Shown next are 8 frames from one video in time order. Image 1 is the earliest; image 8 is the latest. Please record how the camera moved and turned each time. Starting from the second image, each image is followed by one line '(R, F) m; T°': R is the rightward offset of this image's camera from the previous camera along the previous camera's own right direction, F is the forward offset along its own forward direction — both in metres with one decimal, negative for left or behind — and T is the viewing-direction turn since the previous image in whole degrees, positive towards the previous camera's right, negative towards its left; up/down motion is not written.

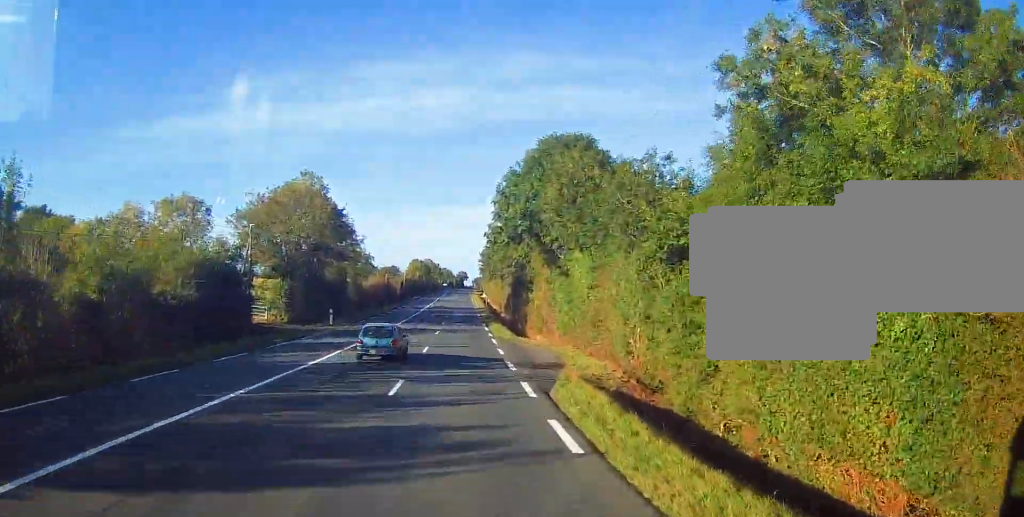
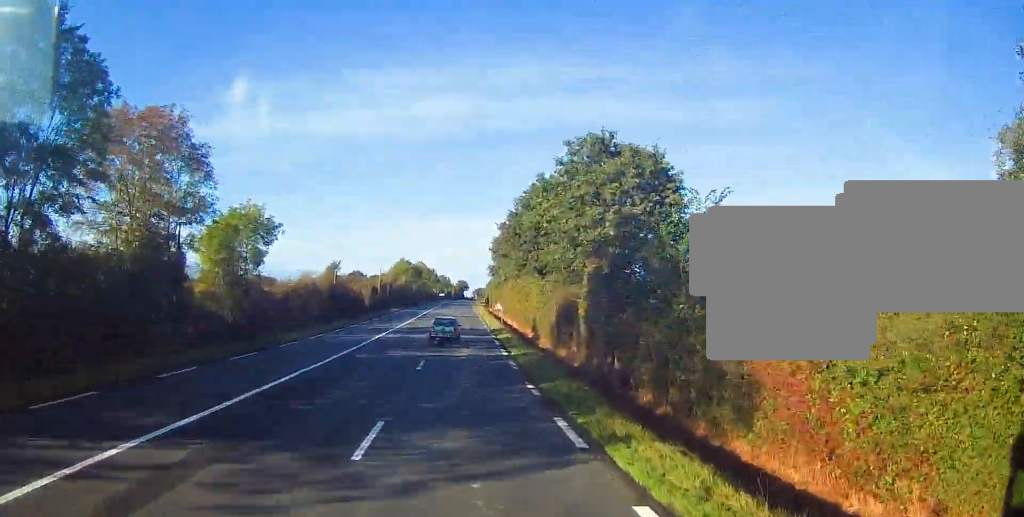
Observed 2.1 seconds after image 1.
(-0.3, +44.7) m; 0°
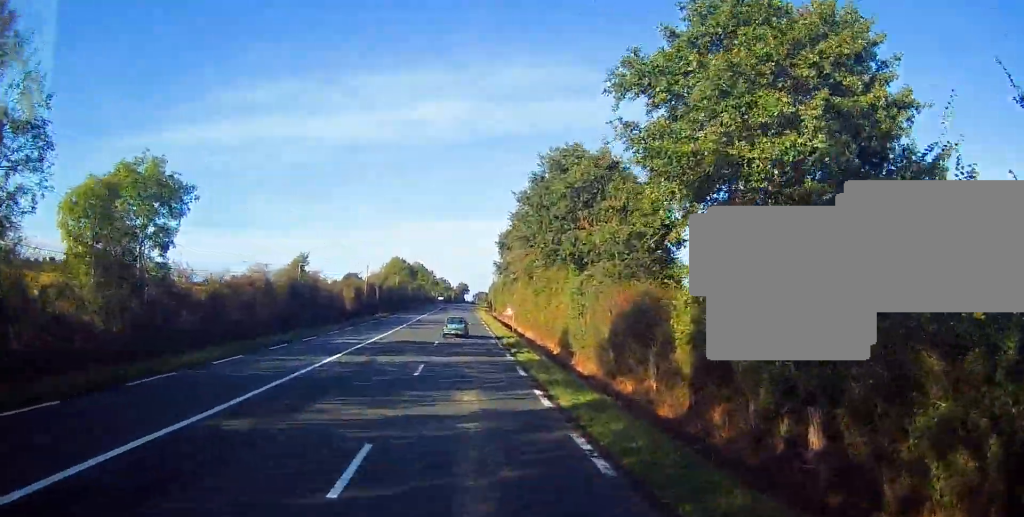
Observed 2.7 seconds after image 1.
(+0.3, +14.8) m; +1°
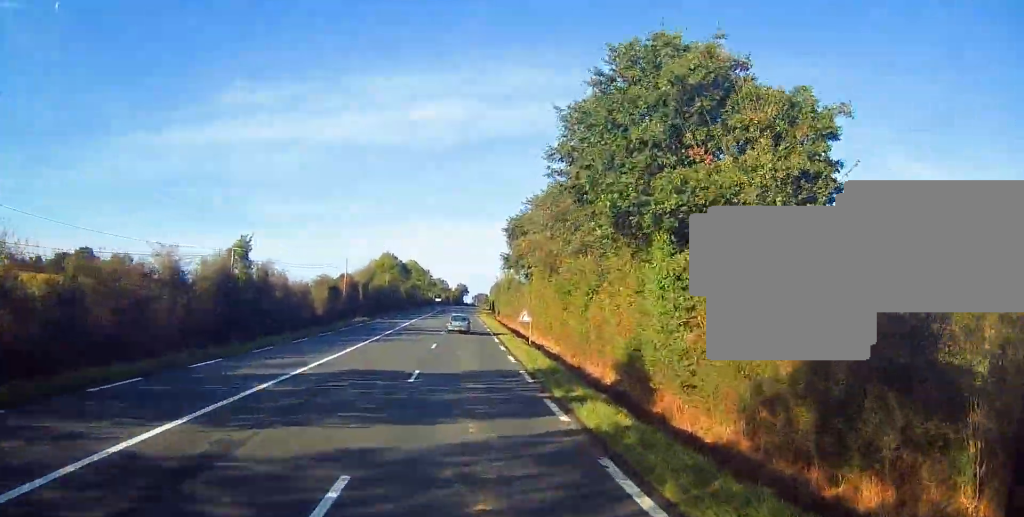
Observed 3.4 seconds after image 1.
(0.0, +15.1) m; 0°
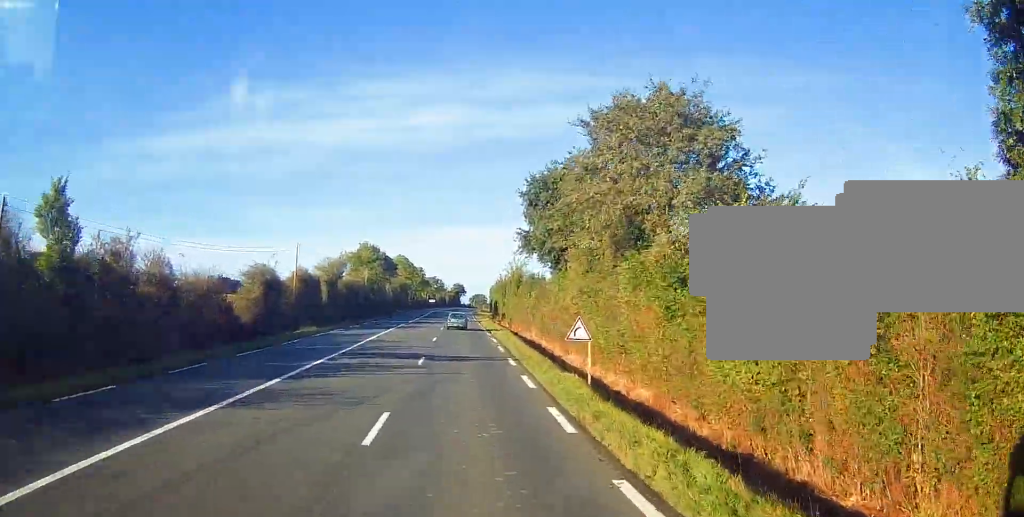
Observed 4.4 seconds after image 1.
(-0.2, +20.6) m; 0°
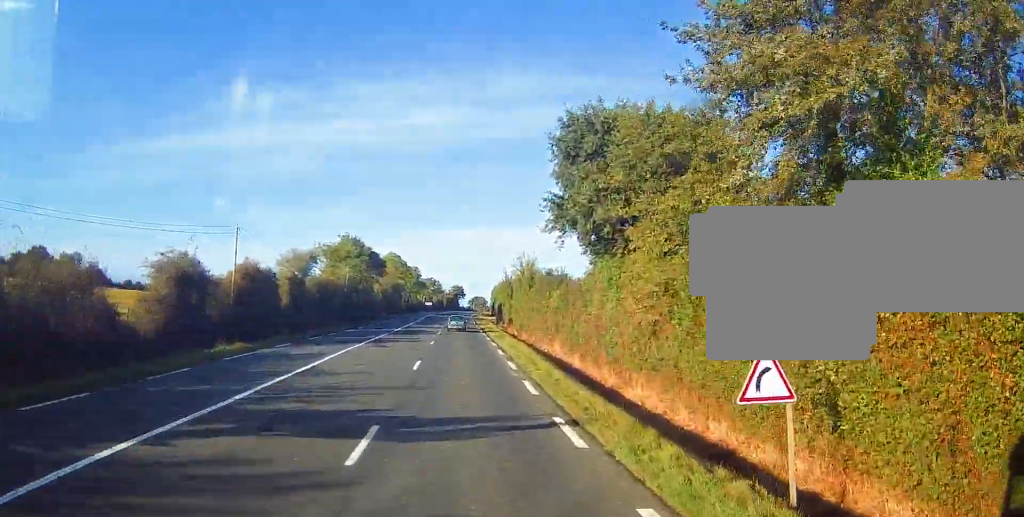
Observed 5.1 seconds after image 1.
(-0.1, +14.1) m; 0°
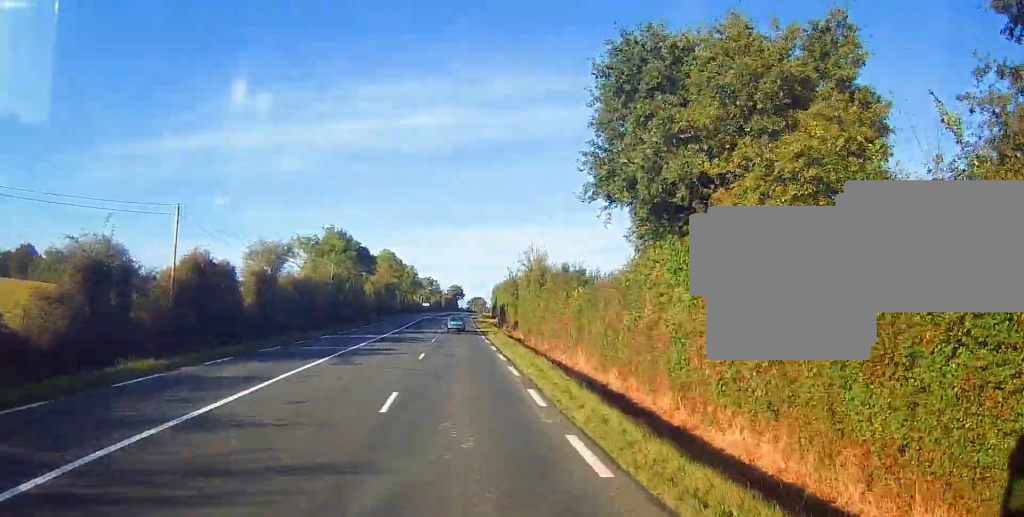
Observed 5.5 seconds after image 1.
(+0.1, +8.4) m; 0°
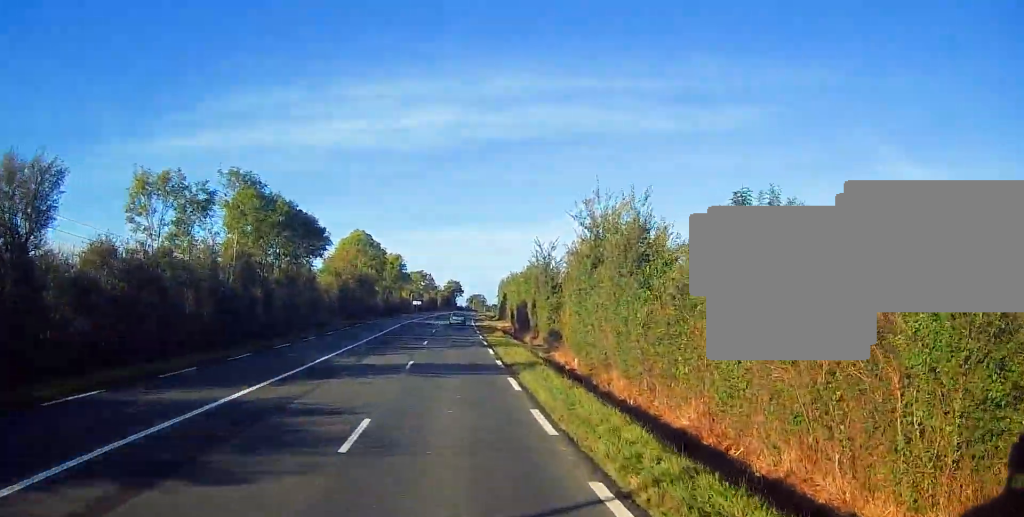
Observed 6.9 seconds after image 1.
(0.0, +29.1) m; 0°
